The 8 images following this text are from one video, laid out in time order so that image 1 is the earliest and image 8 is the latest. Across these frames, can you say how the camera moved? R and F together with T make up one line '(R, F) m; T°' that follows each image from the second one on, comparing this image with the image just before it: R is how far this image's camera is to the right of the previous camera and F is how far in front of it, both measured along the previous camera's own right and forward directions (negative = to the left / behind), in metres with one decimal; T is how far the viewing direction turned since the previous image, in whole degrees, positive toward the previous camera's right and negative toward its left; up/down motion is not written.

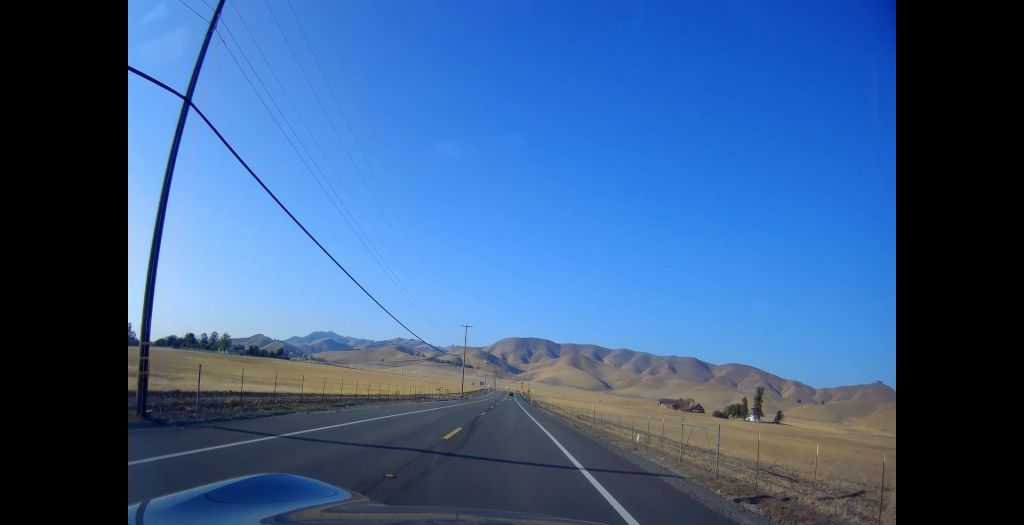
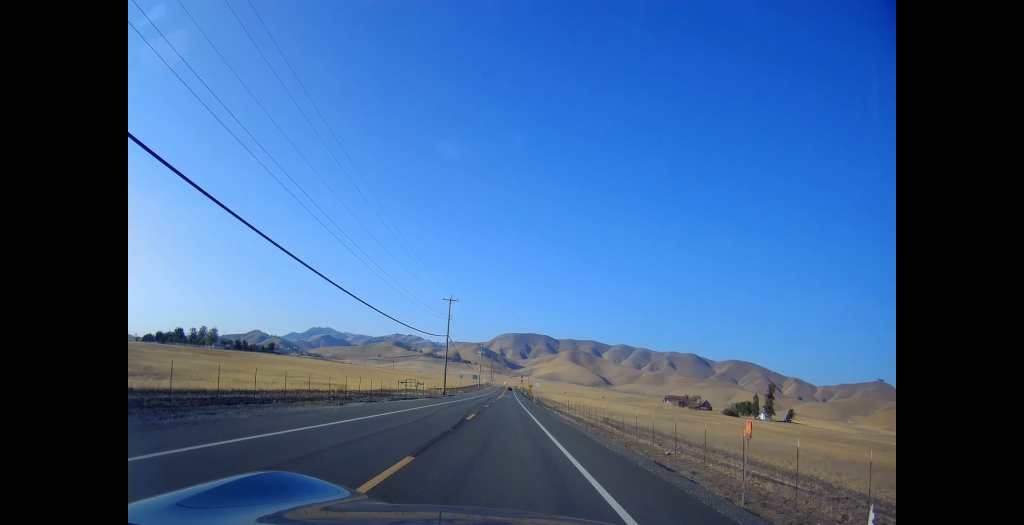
(0.0, +23.2) m; 0°
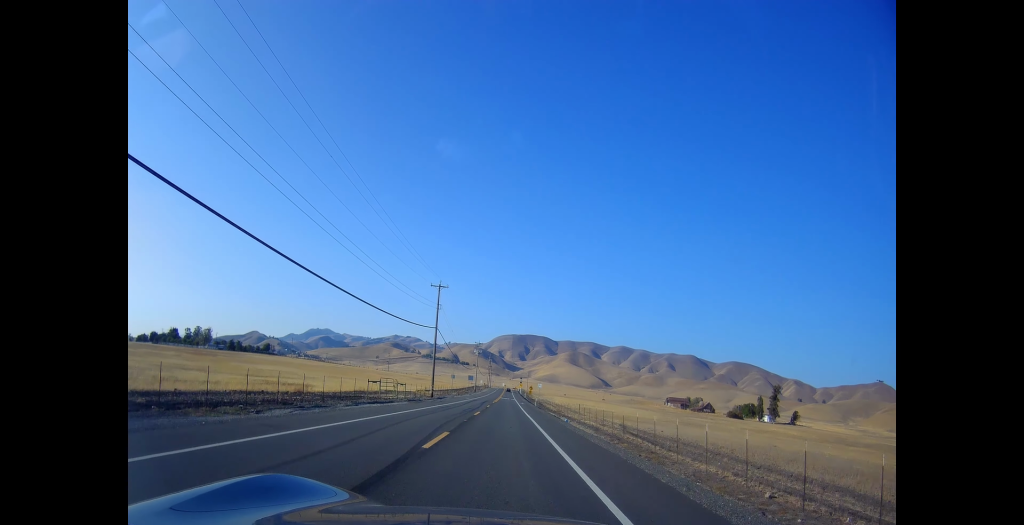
(0.0, +9.8) m; 0°
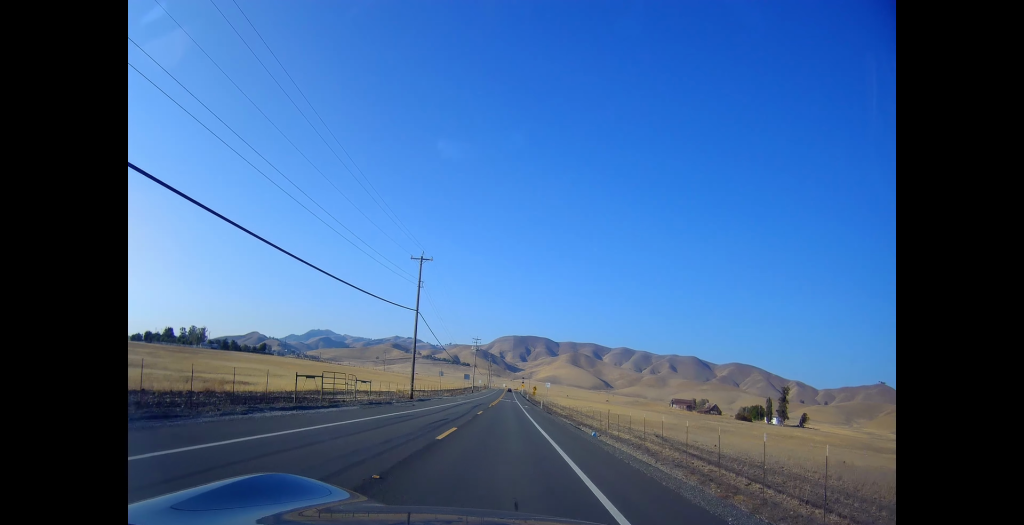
(0.0, +13.2) m; 0°
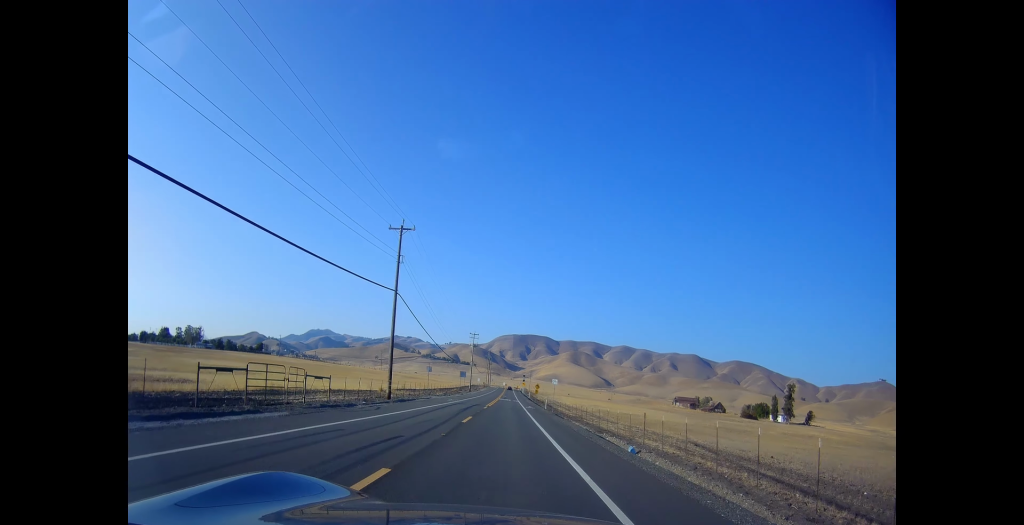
(0.0, +8.8) m; 0°
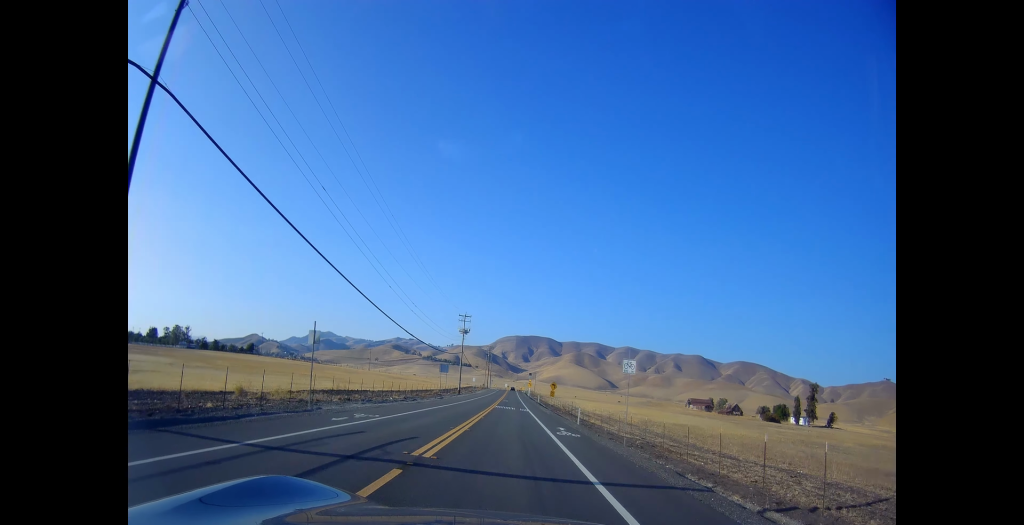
(0.0, +30.0) m; 0°
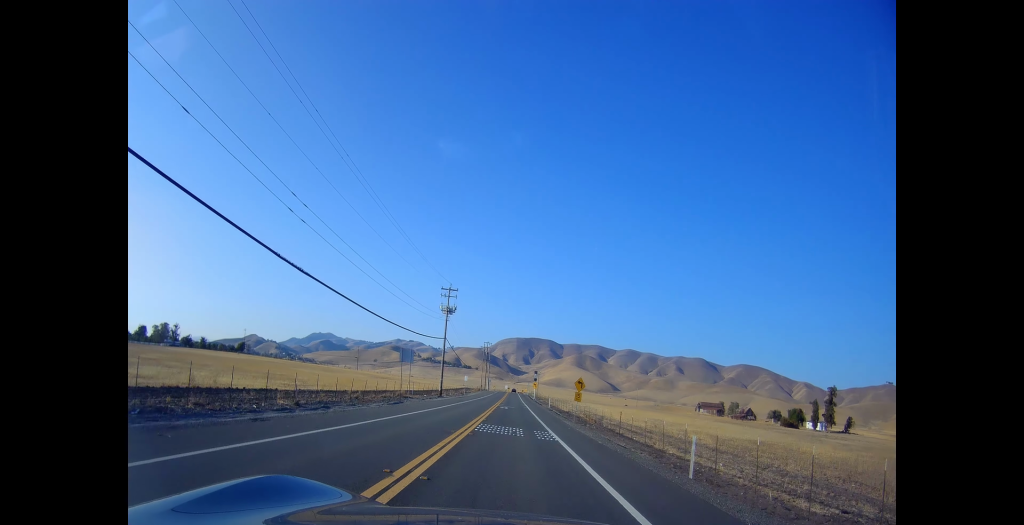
(0.0, +23.8) m; 0°
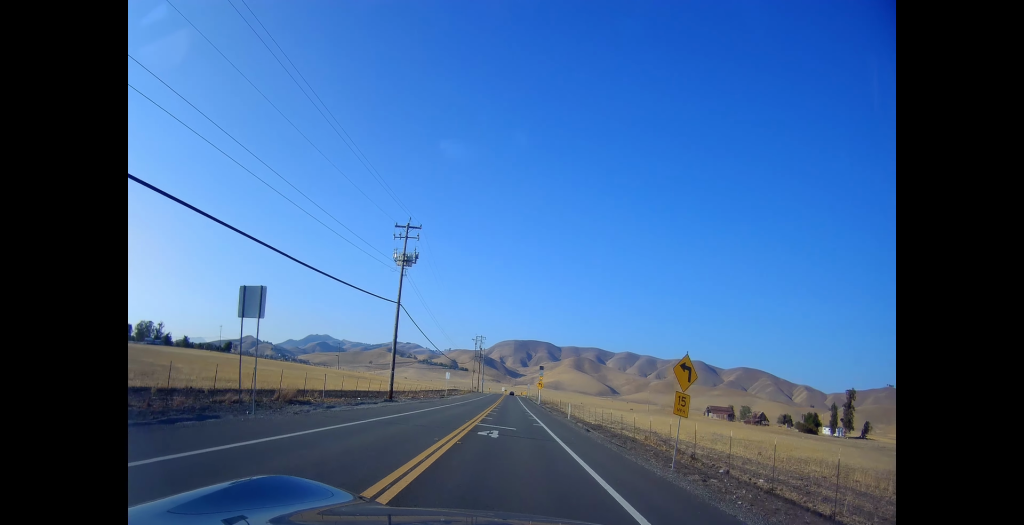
(0.0, +25.6) m; 0°
